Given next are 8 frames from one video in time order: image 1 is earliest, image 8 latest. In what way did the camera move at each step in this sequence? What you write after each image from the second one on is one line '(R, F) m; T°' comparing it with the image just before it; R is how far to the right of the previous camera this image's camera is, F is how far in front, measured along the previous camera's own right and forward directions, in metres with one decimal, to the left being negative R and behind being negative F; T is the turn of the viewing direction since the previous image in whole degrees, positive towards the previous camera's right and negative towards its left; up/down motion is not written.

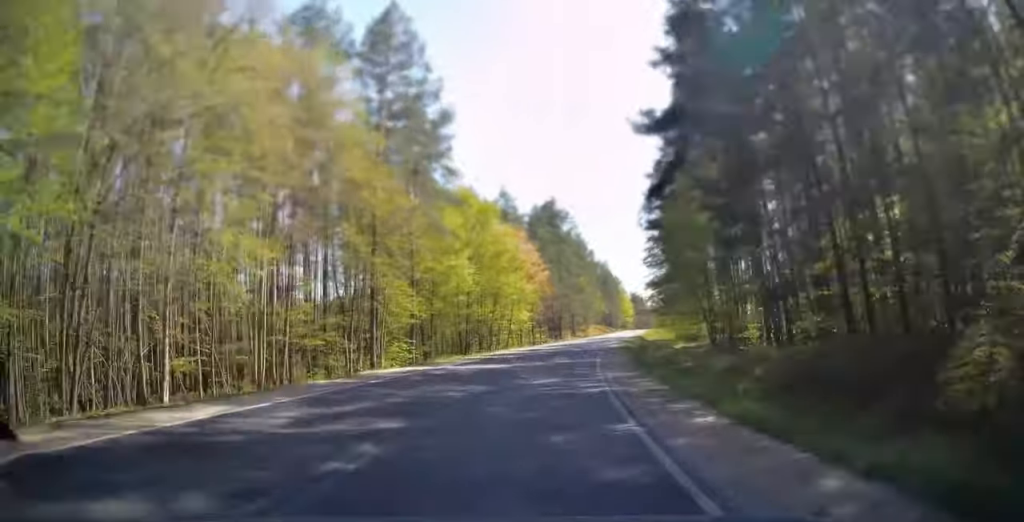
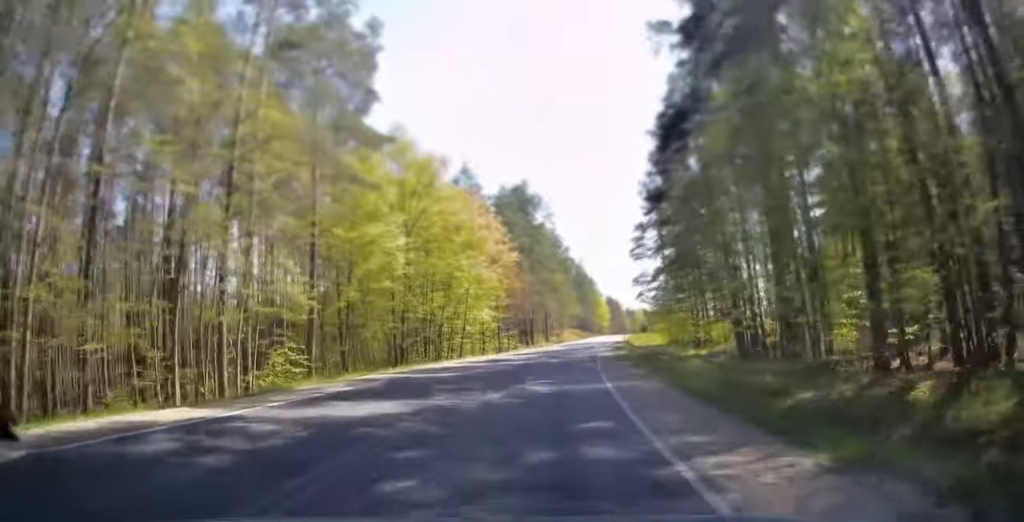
(+0.5, +15.8) m; +3°
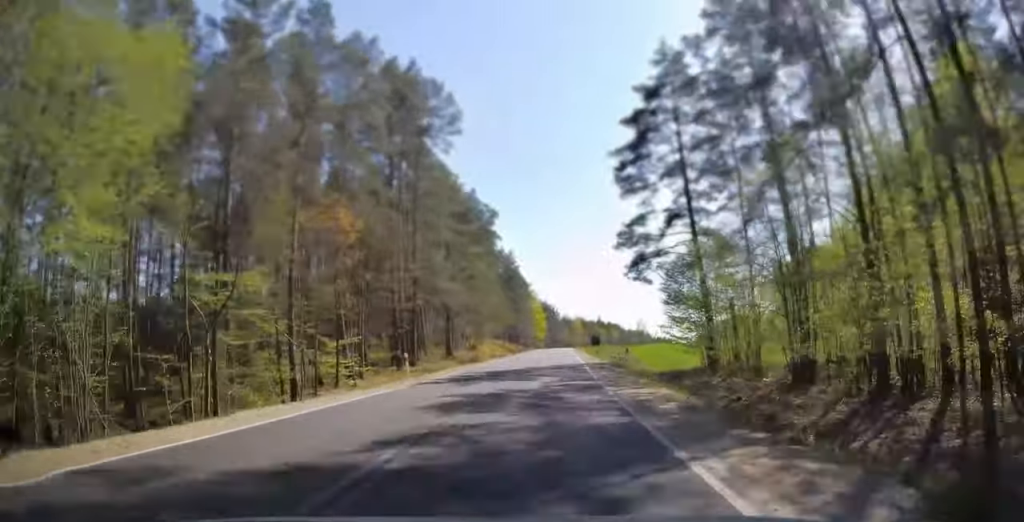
(+2.8, +47.2) m; +6°
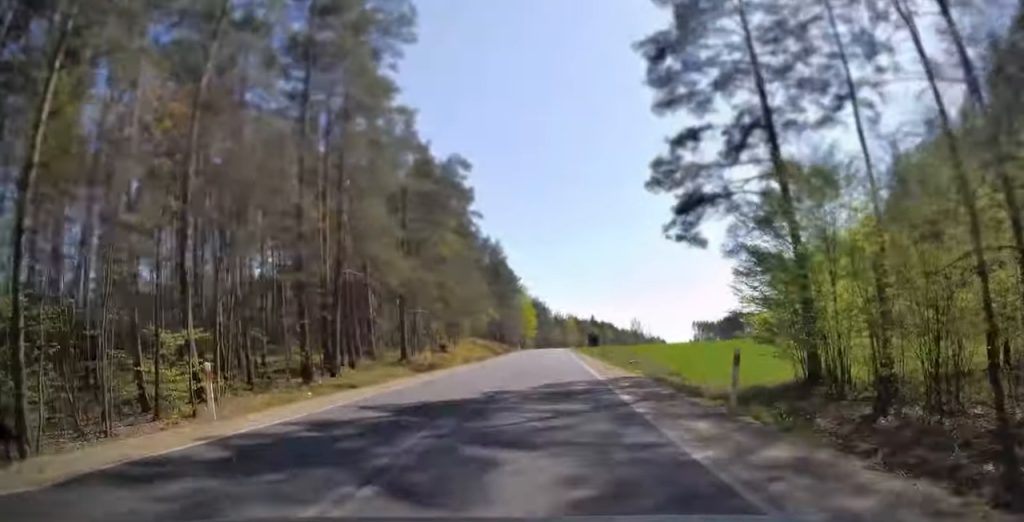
(+0.2, +16.6) m; +1°
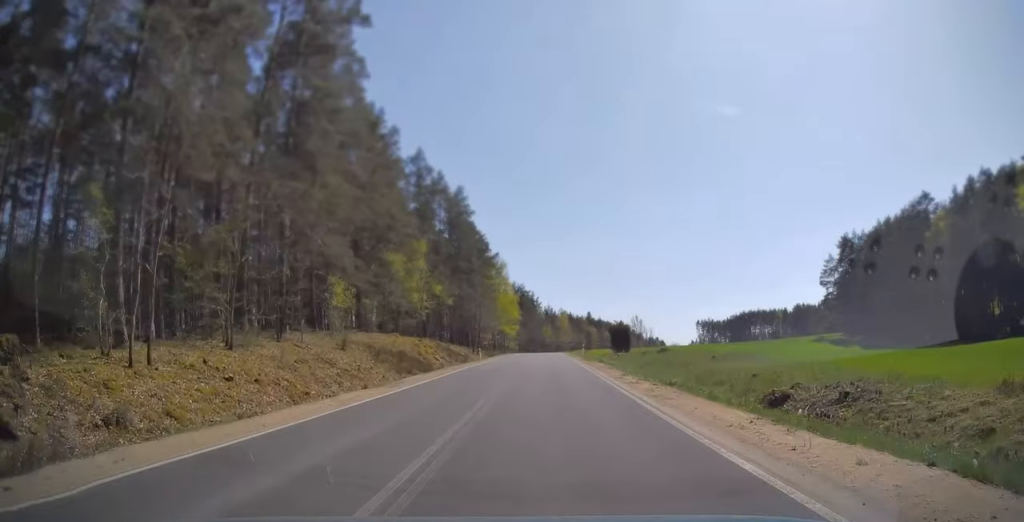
(+0.5, +52.7) m; +1°
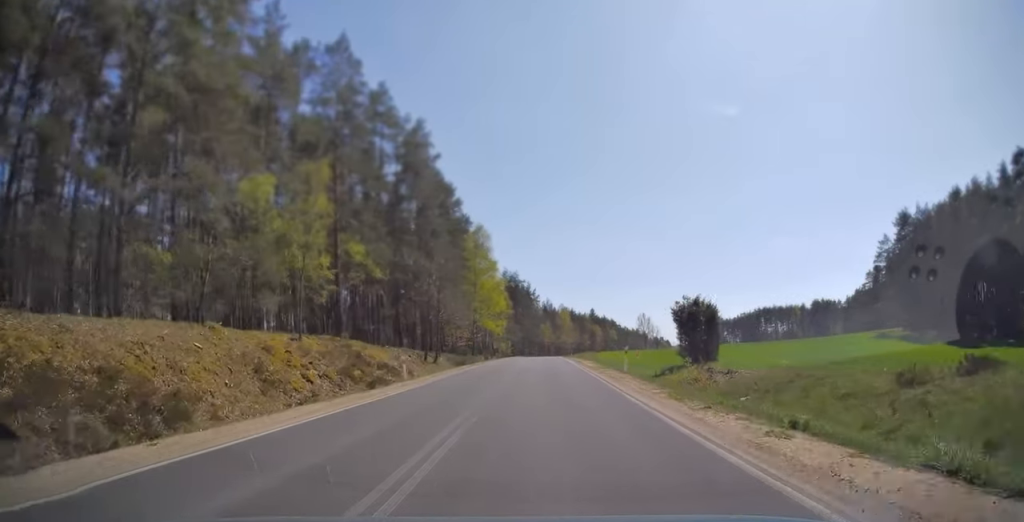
(+0.1, +31.2) m; 0°
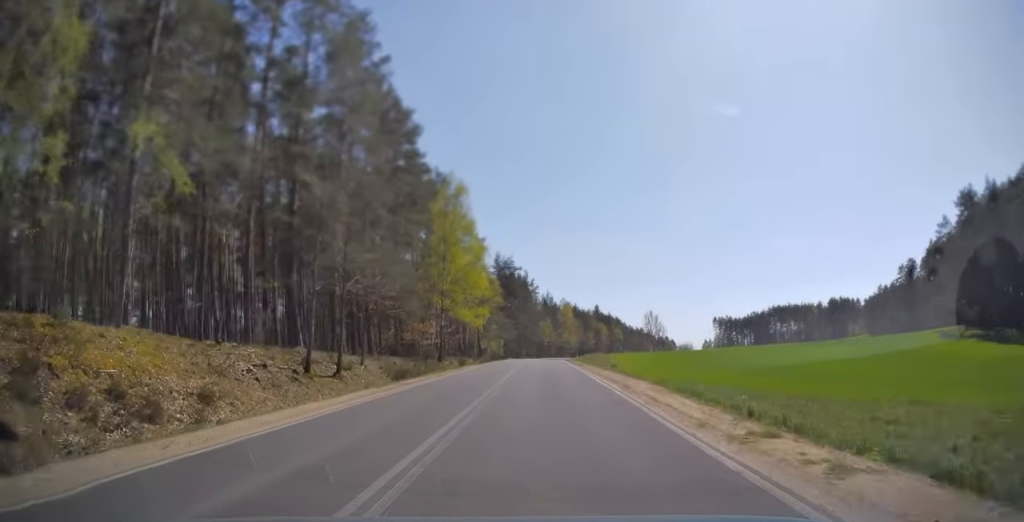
(-0.1, +24.5) m; 0°
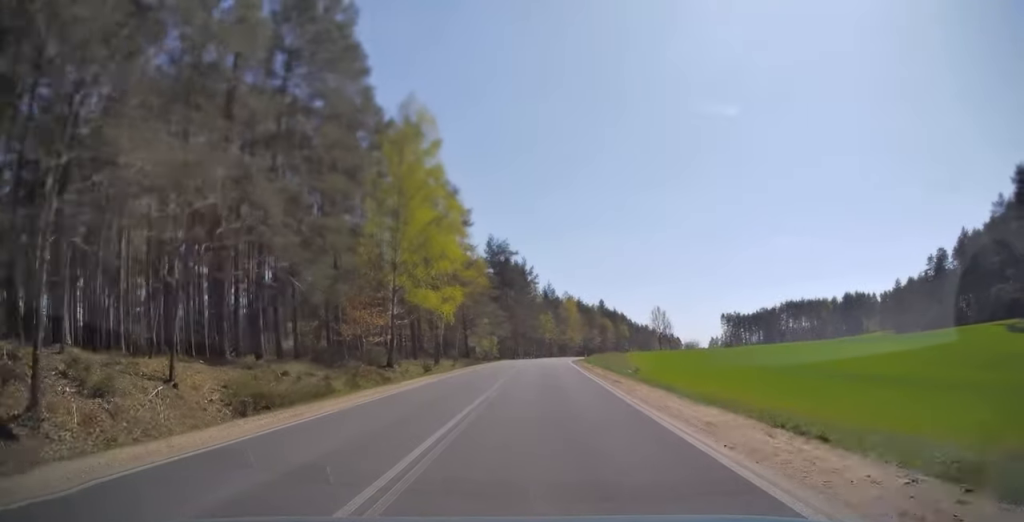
(0.0, +18.2) m; 0°
